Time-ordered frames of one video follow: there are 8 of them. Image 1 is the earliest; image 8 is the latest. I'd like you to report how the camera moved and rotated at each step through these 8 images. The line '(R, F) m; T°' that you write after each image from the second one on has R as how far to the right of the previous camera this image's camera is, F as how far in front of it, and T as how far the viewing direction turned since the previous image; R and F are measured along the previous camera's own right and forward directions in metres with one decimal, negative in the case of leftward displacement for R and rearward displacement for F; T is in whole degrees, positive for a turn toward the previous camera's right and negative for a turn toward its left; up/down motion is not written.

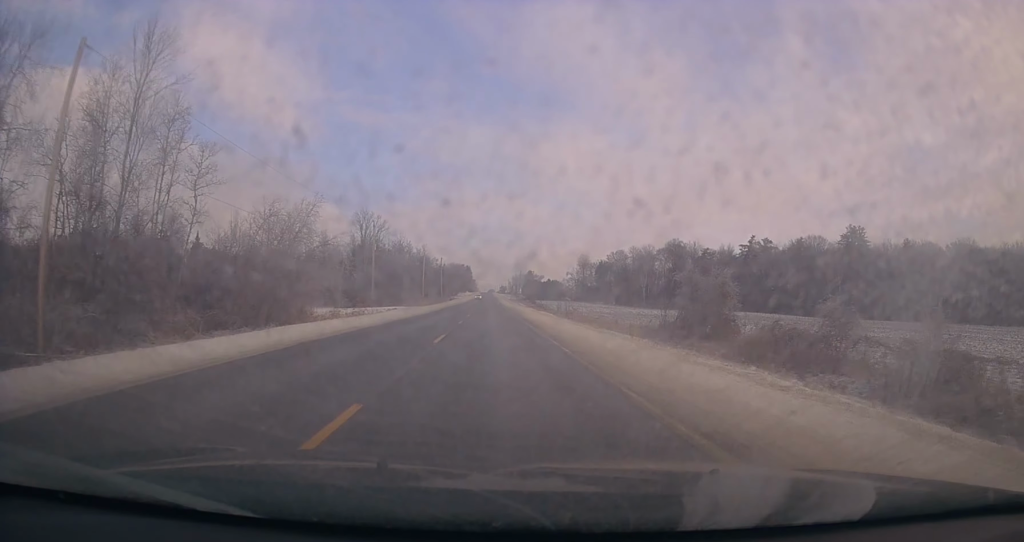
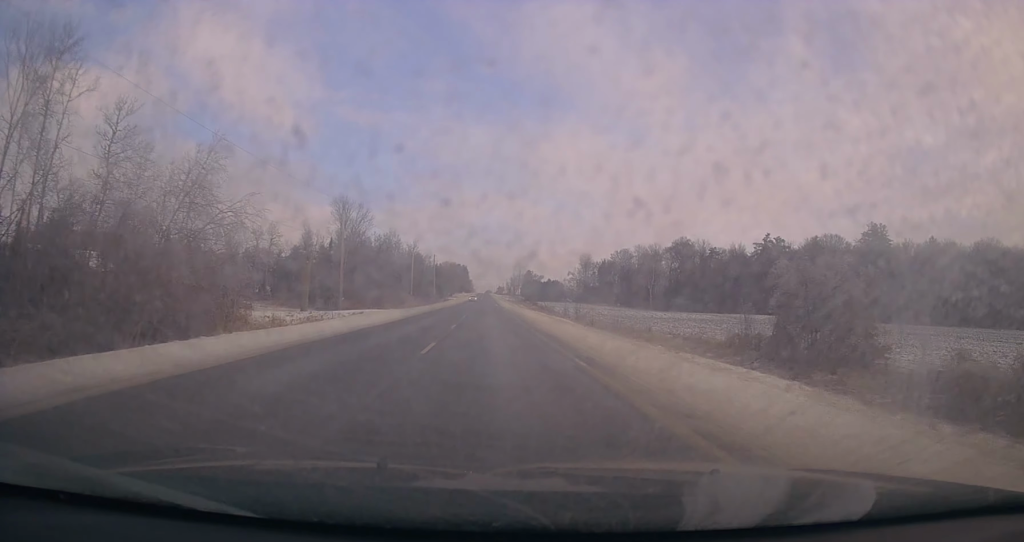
(-0.3, +15.2) m; +1°
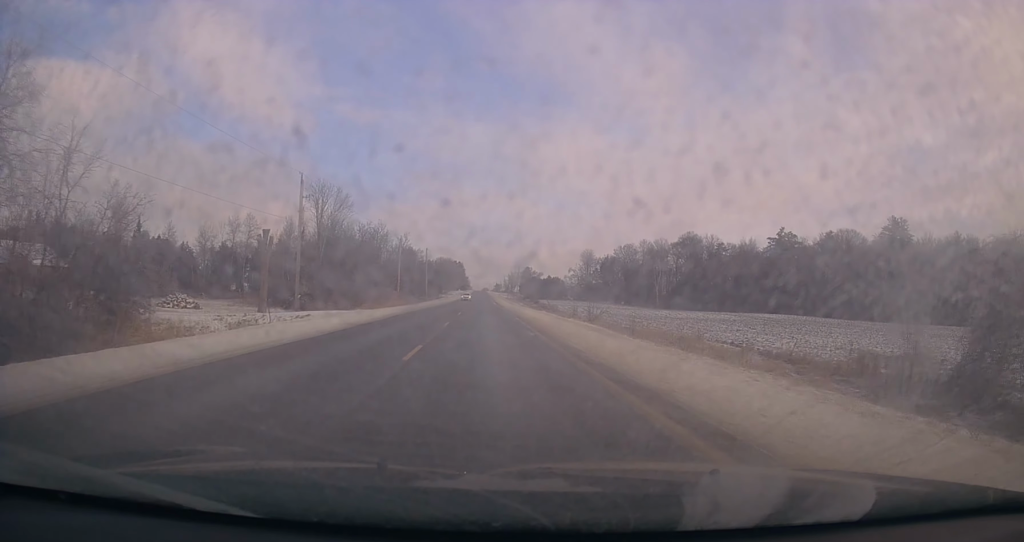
(+0.7, +13.5) m; 0°
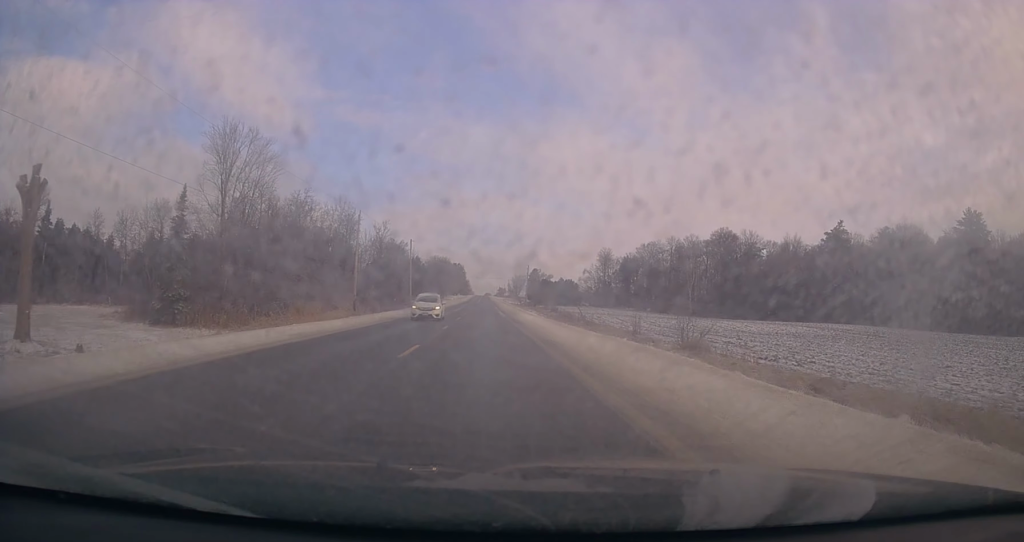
(-0.7, +35.2) m; -1°
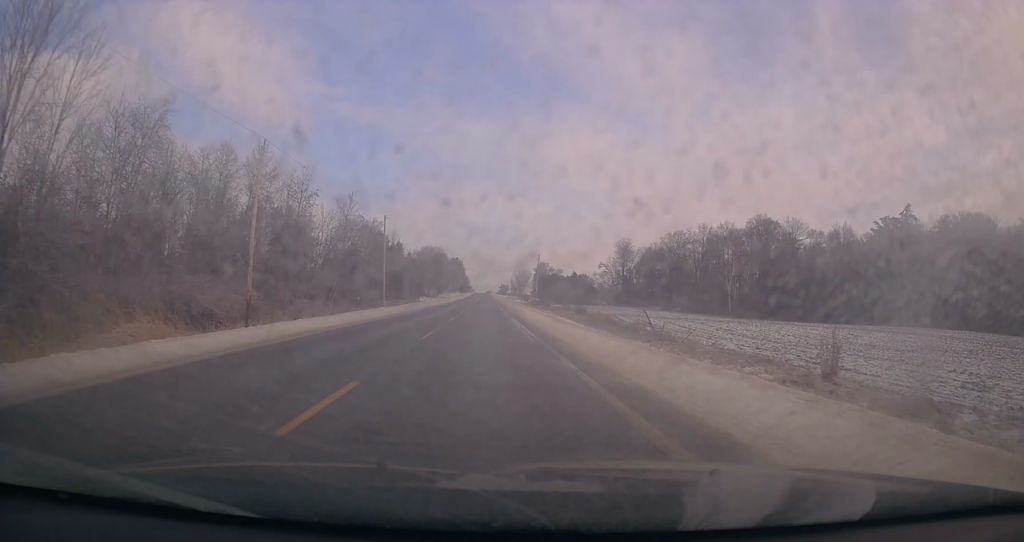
(+0.6, +31.9) m; +1°
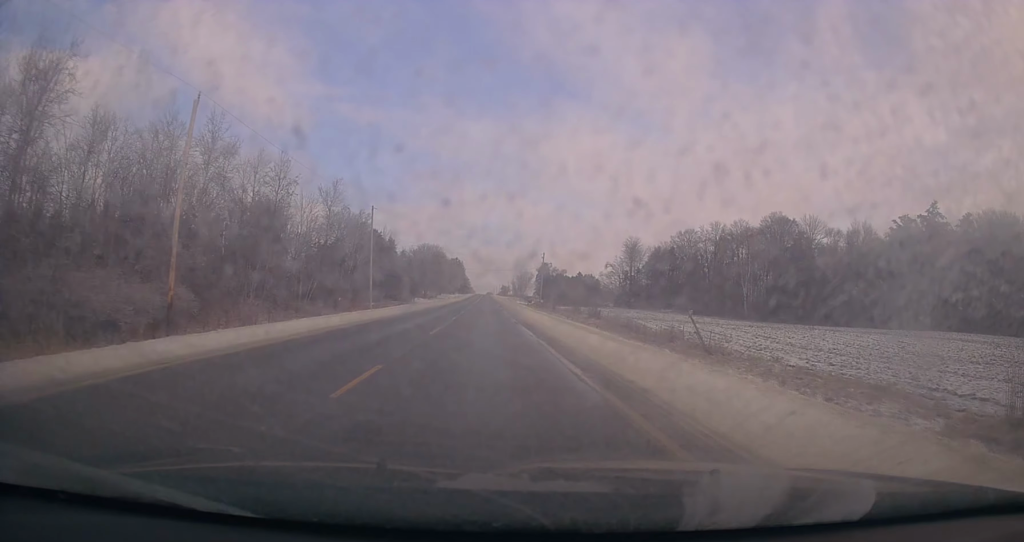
(-0.1, +9.9) m; 0°
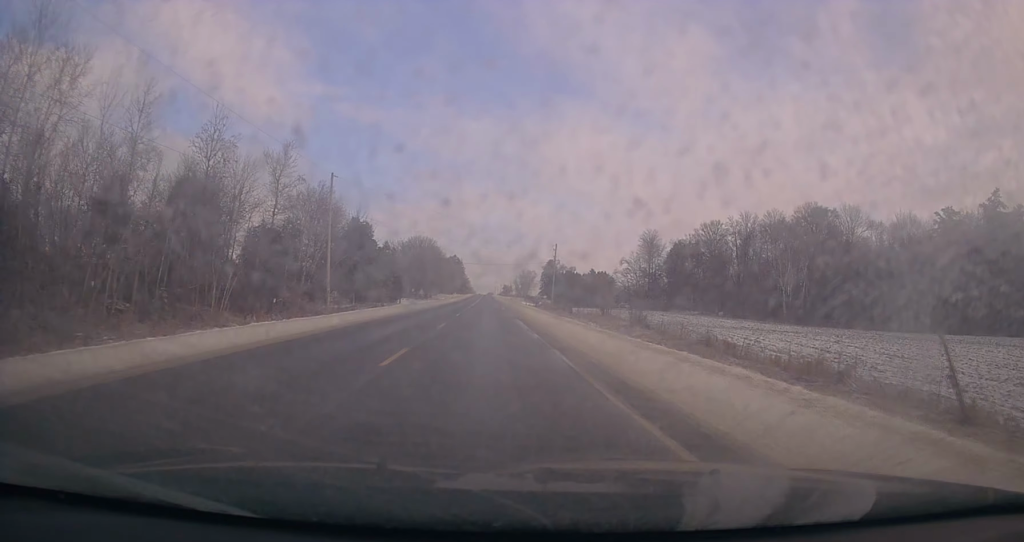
(0.0, +21.3) m; +1°
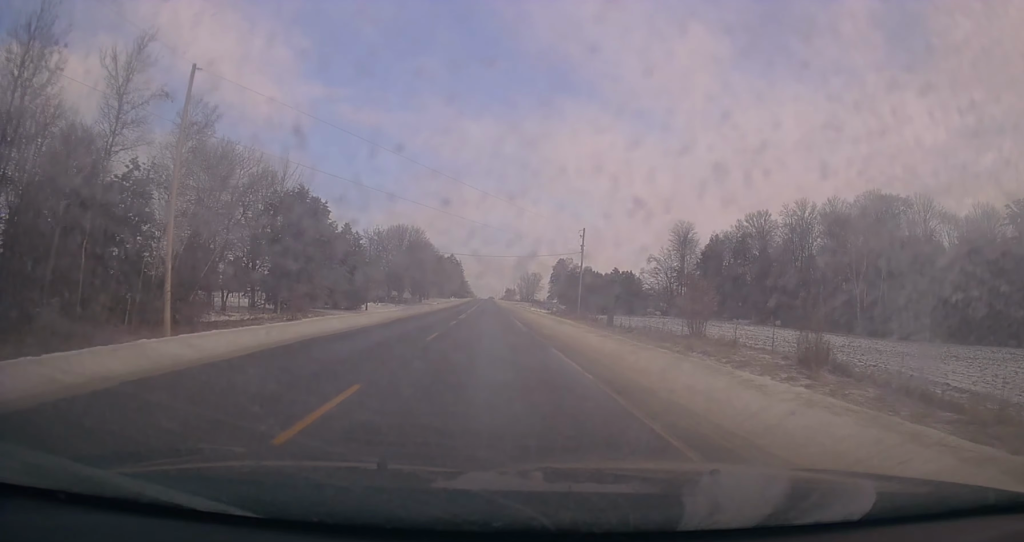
(+0.2, +29.7) m; -1°
